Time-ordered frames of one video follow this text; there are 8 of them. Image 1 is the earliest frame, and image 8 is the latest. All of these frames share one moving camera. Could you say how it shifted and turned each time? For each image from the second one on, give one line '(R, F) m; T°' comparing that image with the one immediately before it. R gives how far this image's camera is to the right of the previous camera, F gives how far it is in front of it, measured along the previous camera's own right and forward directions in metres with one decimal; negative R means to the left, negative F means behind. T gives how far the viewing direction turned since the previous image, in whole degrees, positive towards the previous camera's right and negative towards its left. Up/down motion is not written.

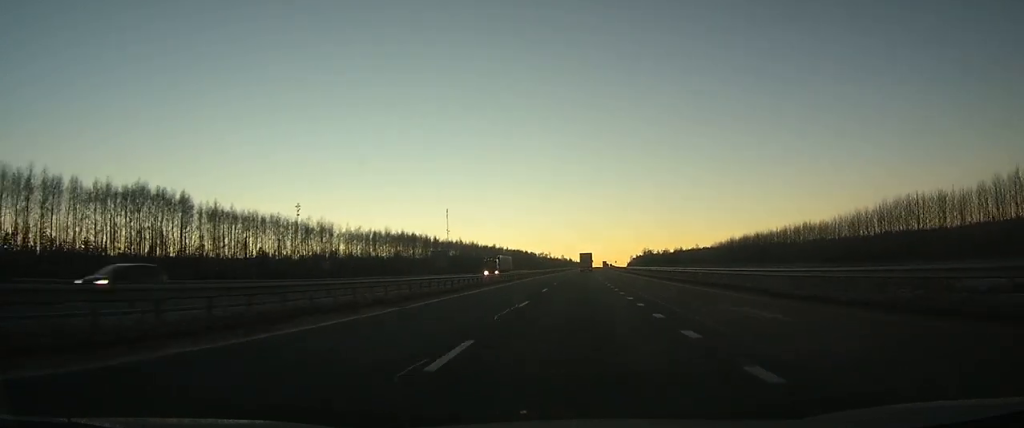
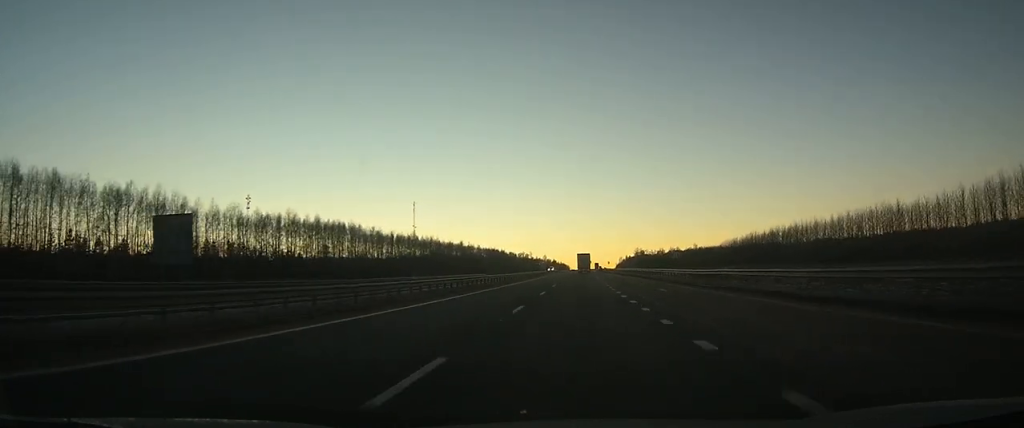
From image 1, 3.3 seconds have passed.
(+1.1, +72.7) m; +1°
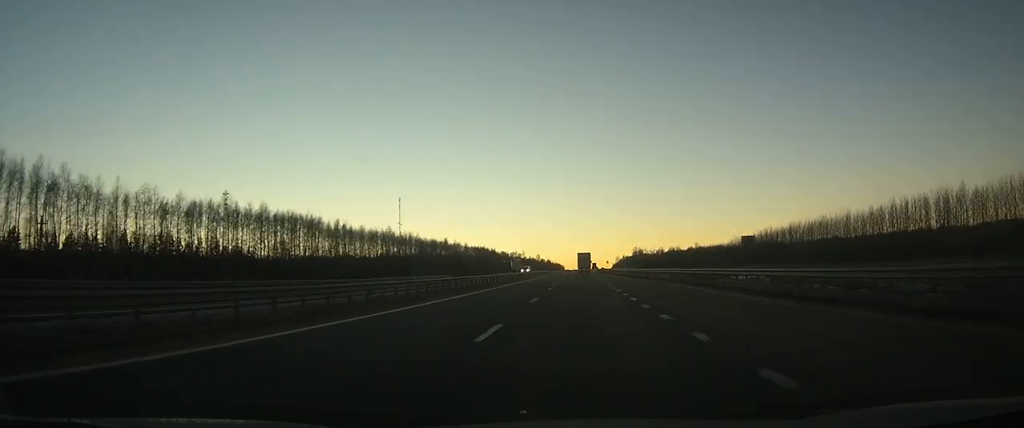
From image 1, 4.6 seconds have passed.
(+0.1, +29.4) m; +1°
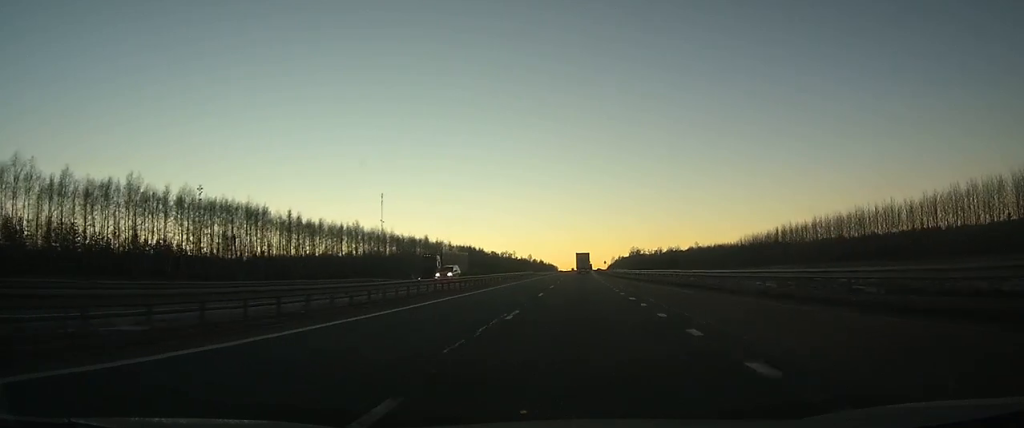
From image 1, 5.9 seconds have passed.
(+0.2, +30.0) m; +1°
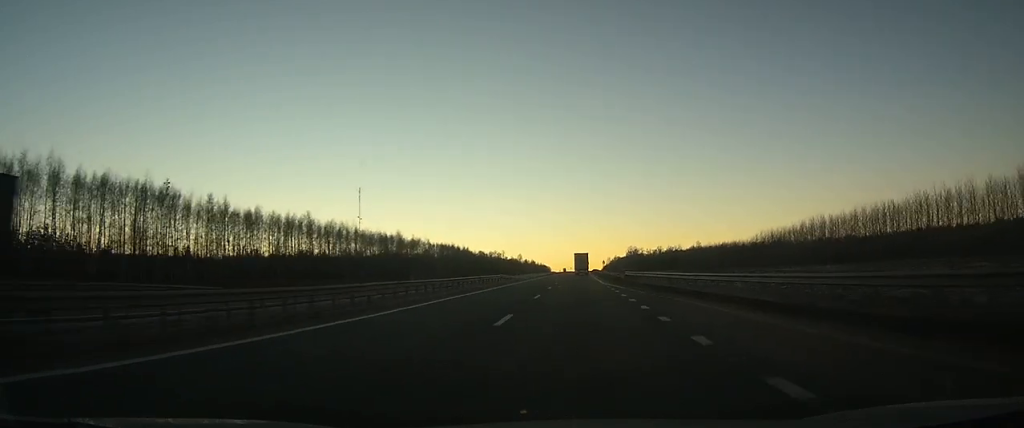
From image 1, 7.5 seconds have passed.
(+0.3, +35.8) m; +1°
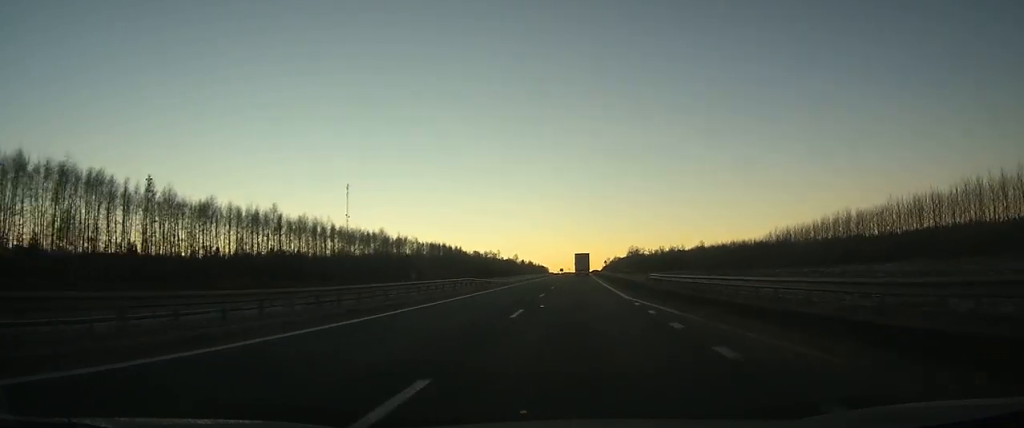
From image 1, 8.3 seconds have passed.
(+0.1, +22.1) m; 0°
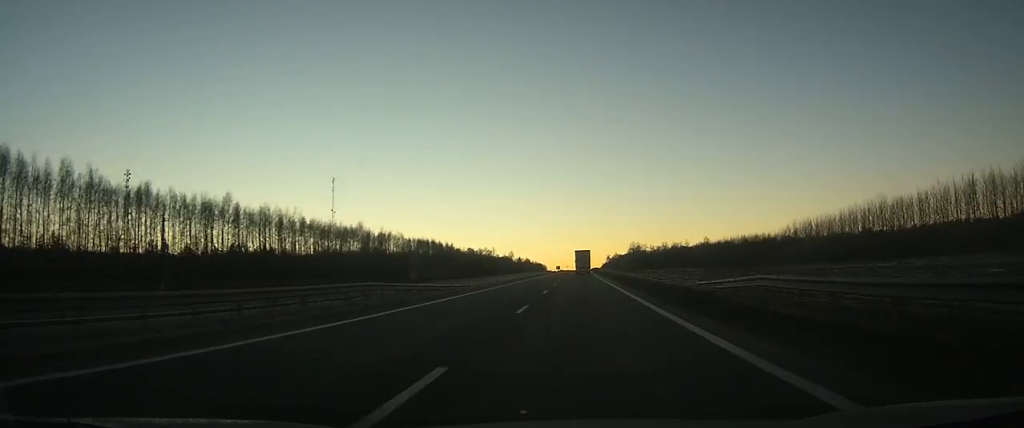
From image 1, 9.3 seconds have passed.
(0.0, +23.9) m; 0°
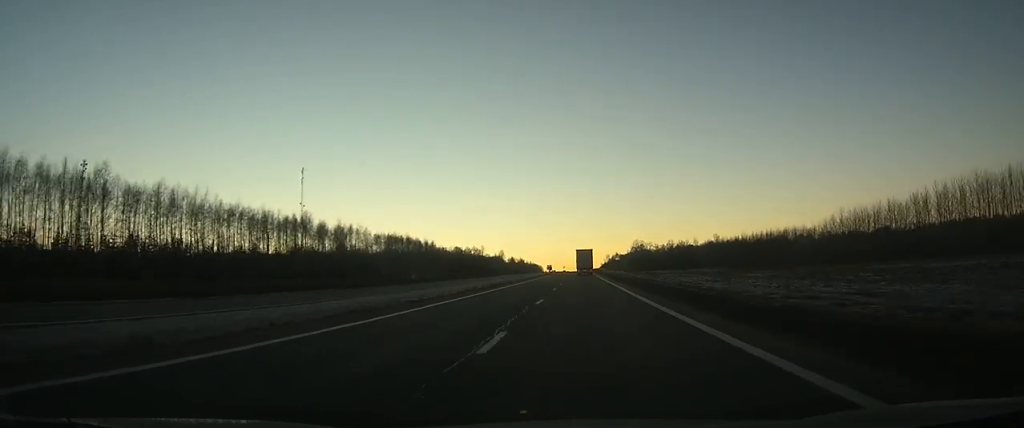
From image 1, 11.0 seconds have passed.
(+0.2, +45.4) m; 0°
